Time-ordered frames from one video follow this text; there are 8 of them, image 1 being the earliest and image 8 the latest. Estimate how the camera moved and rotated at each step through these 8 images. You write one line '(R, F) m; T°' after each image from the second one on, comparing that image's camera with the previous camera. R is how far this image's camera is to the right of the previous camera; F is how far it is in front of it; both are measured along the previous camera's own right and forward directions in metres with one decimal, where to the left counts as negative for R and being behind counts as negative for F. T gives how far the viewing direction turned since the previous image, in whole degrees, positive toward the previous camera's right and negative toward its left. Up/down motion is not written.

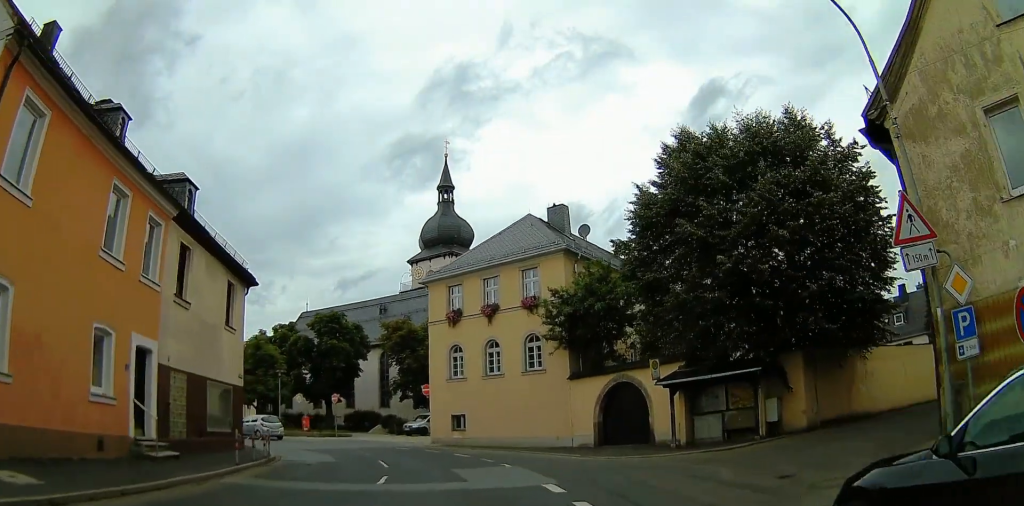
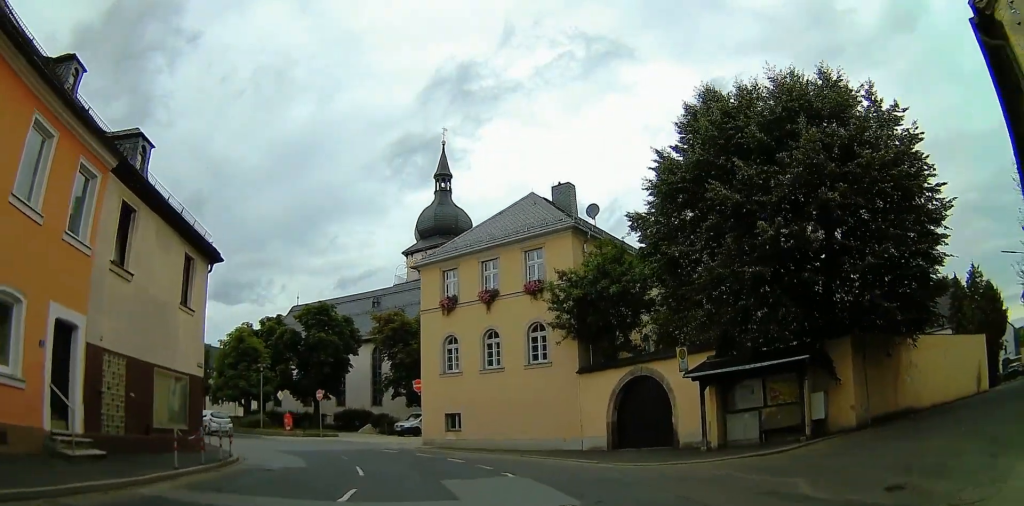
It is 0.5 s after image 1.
(-0.1, +3.3) m; +1°
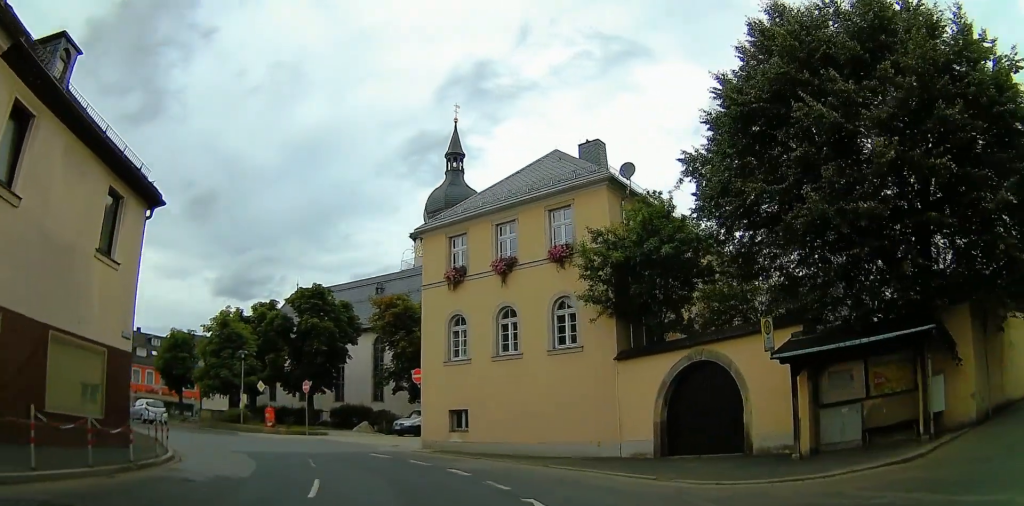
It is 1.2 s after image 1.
(+0.2, +5.1) m; -4°
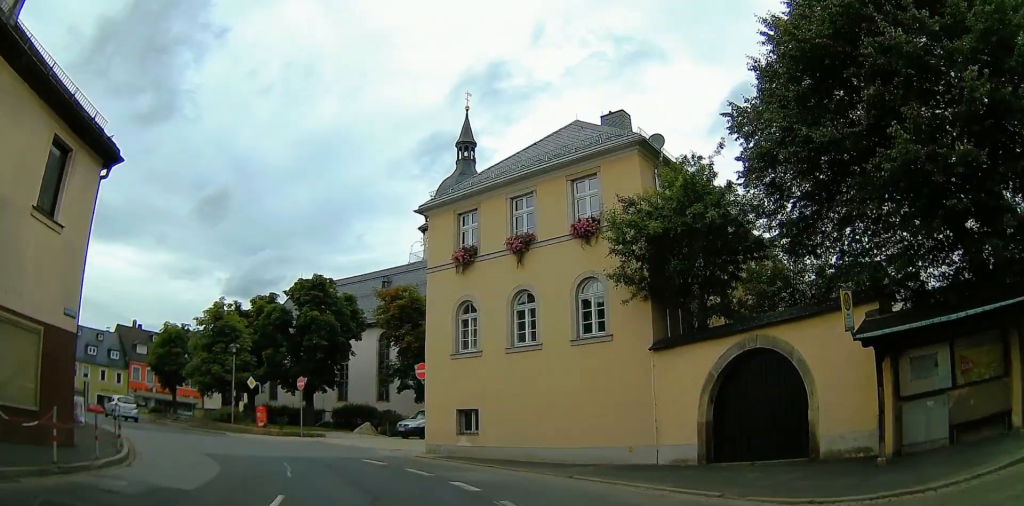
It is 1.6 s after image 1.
(+0.4, +2.9) m; -3°
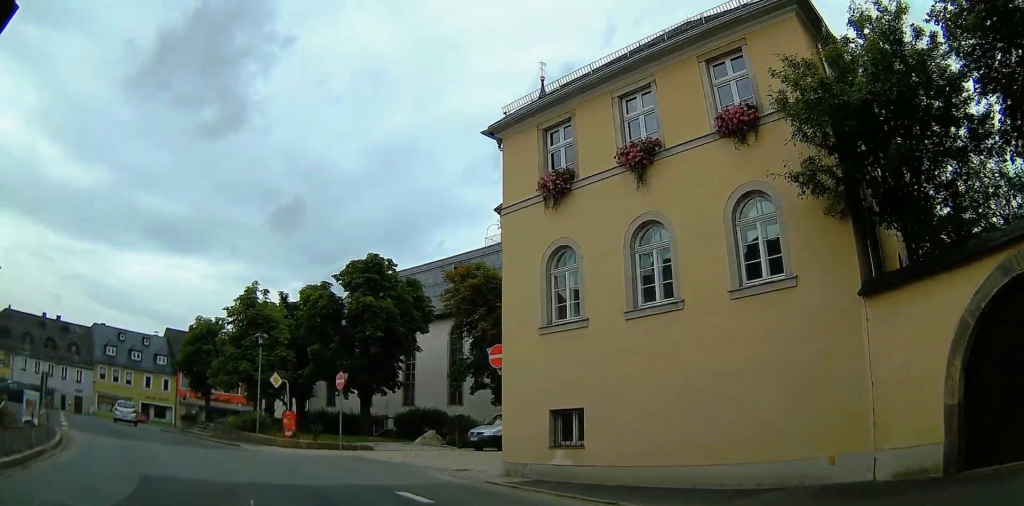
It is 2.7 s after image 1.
(-1.4, +6.7) m; -13°
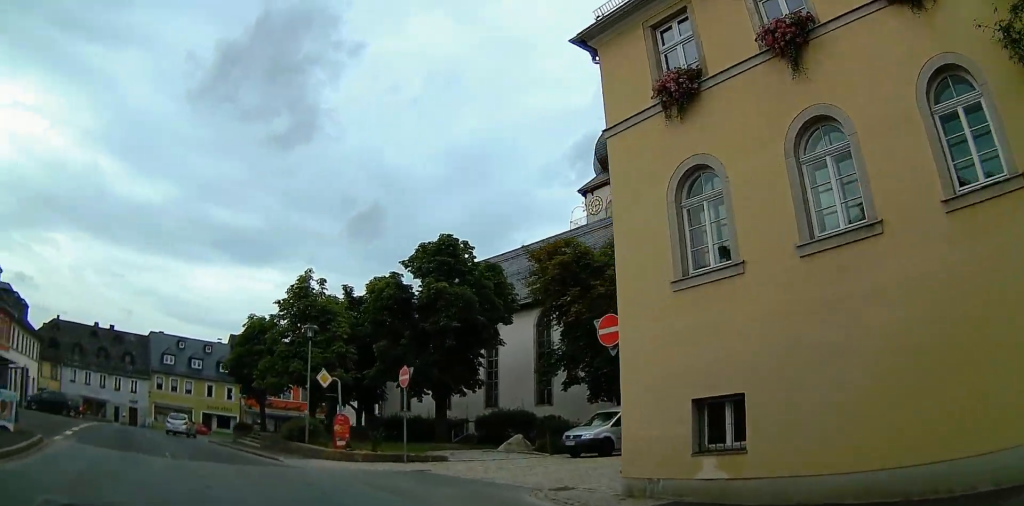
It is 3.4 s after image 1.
(-0.1, +4.4) m; -3°
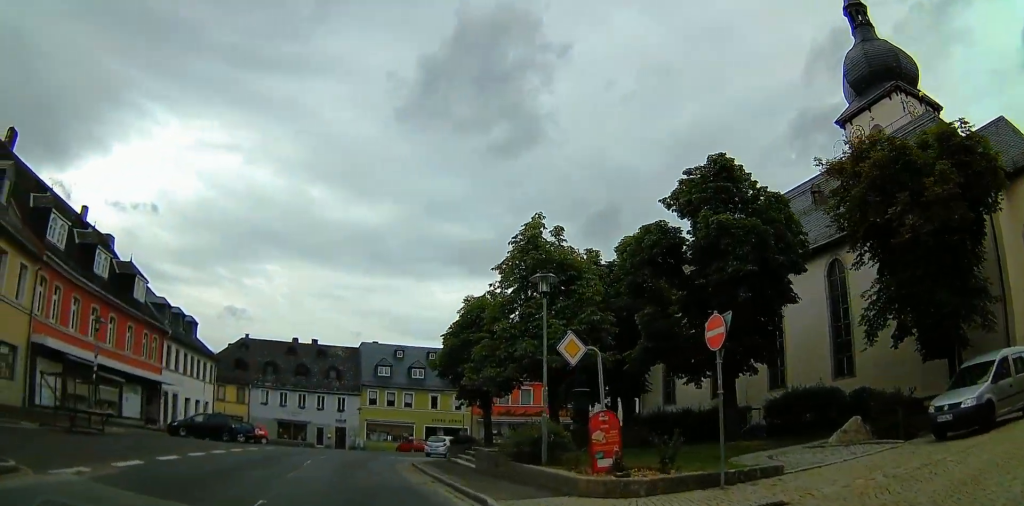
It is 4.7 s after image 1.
(-0.7, +8.4) m; -18°
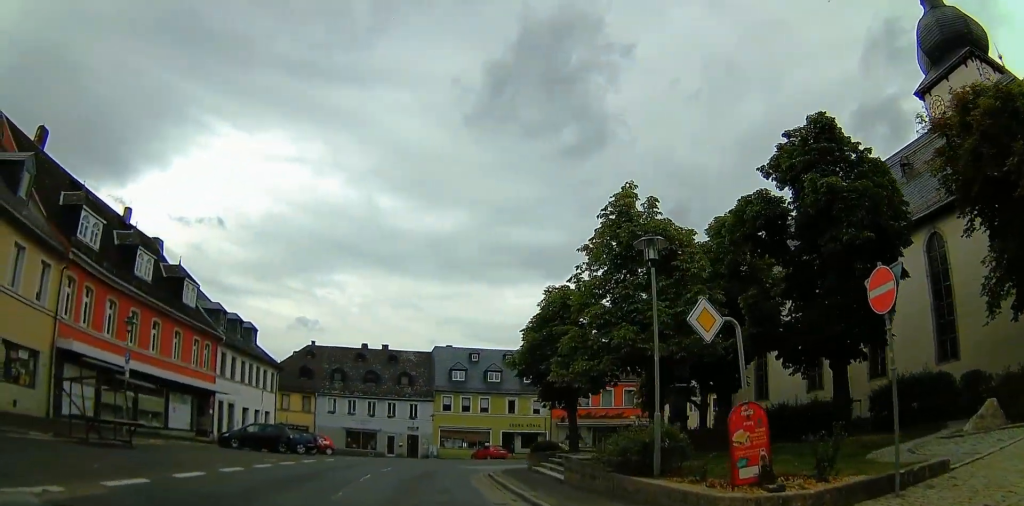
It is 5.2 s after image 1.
(-0.6, +2.8) m; -6°
